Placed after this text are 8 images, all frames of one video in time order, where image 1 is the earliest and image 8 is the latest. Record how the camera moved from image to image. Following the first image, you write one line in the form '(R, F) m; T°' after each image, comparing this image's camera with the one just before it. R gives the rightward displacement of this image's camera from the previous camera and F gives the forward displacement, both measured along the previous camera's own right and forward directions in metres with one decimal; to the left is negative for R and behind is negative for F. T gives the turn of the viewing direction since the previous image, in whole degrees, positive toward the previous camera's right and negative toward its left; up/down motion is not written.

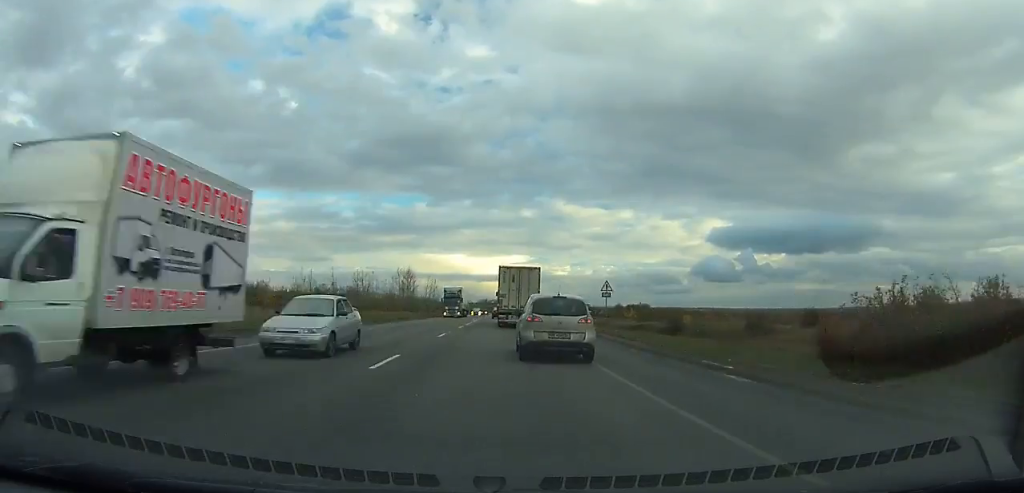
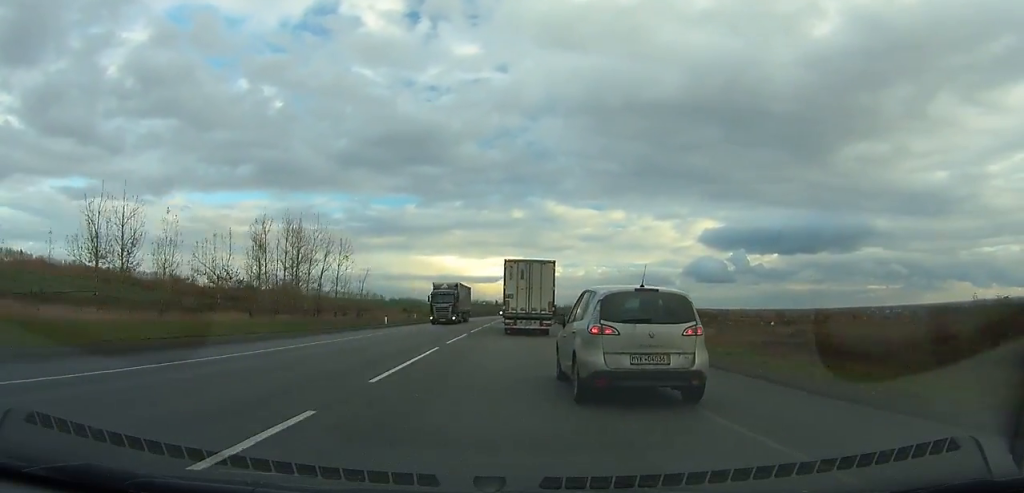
(-0.1, +88.8) m; +1°
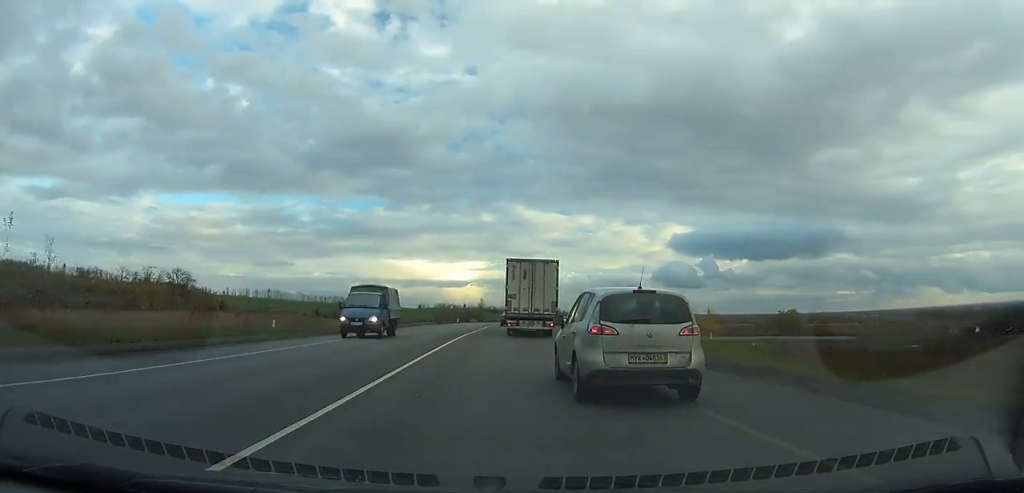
(+1.0, +59.6) m; +2°
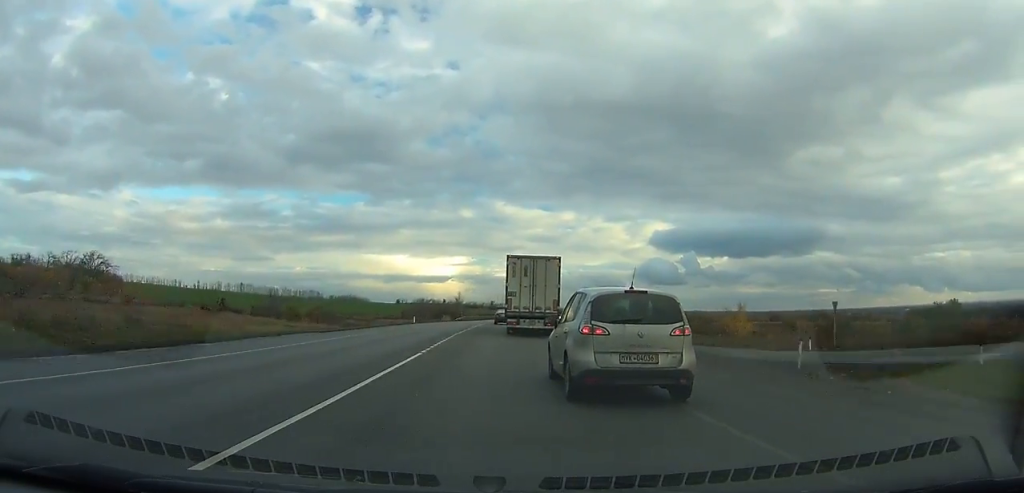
(+0.5, +32.0) m; +2°
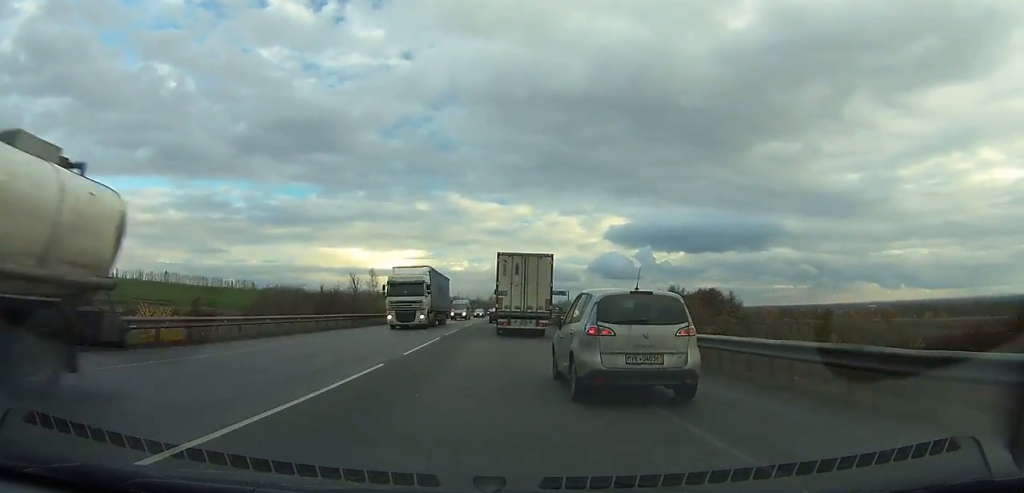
(+4.1, +96.3) m; +4°
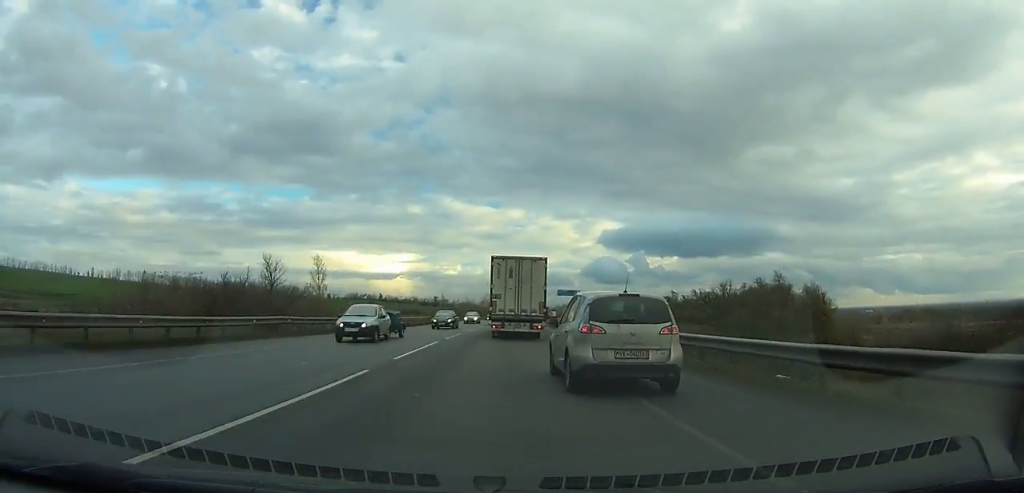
(+0.5, +37.2) m; +1°
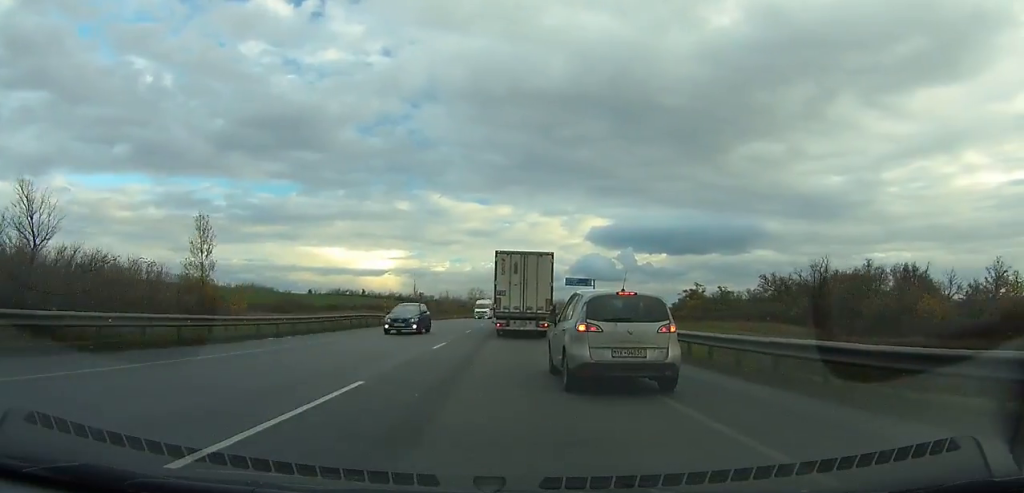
(+0.2, +36.7) m; +1°
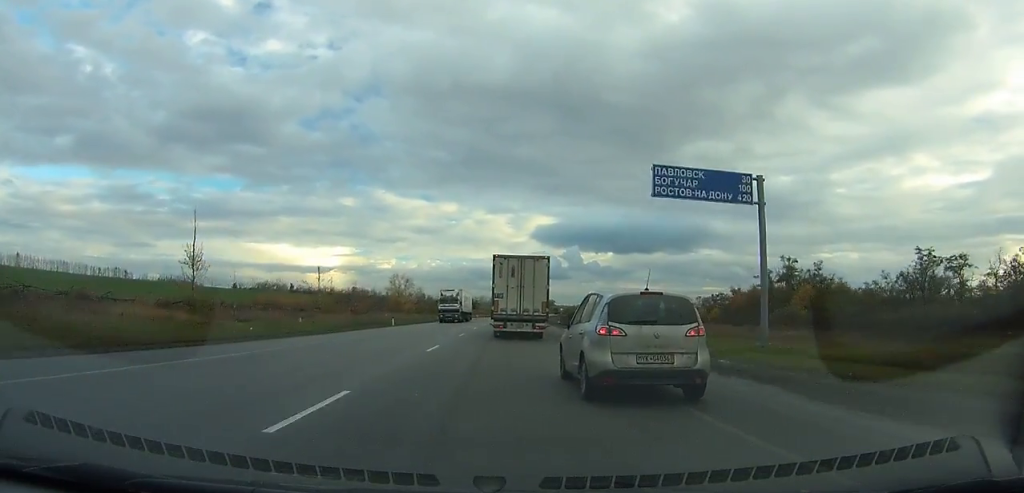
(+2.8, +85.2) m; +4°
